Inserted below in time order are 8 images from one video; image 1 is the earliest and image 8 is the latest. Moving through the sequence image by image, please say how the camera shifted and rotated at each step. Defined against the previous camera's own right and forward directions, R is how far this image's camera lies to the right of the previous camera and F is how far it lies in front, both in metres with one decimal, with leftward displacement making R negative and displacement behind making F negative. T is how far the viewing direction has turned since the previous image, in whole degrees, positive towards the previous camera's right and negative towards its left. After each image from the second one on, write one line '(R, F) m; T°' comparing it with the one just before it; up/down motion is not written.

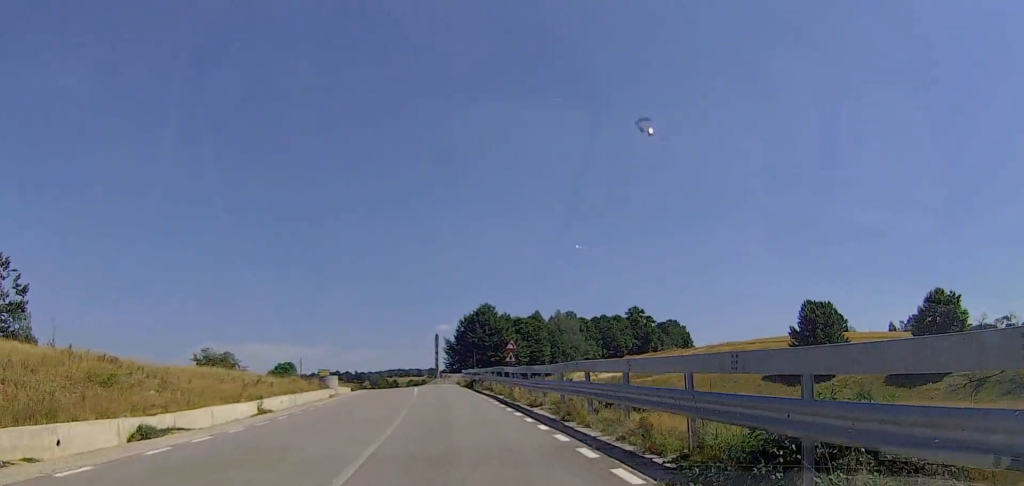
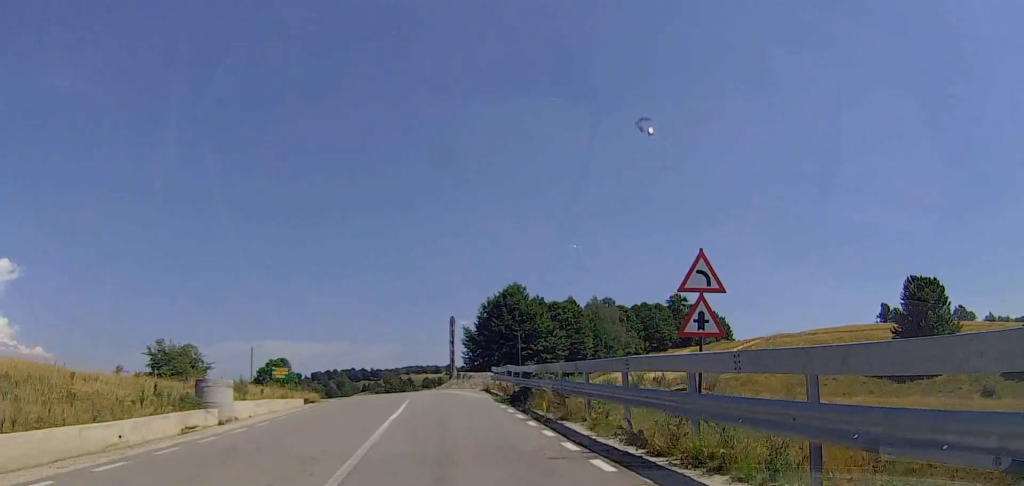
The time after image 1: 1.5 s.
(+0.9, +24.0) m; -2°
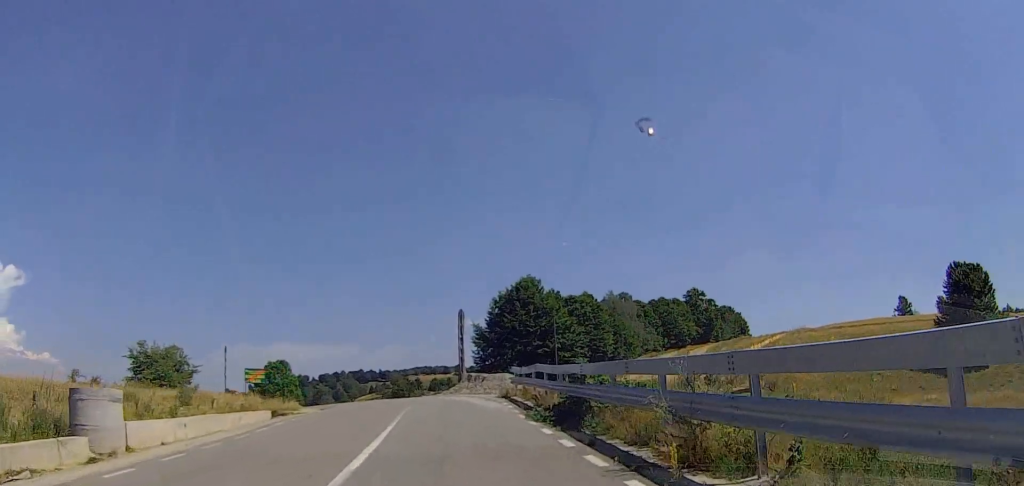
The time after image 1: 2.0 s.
(-0.5, +7.8) m; -2°
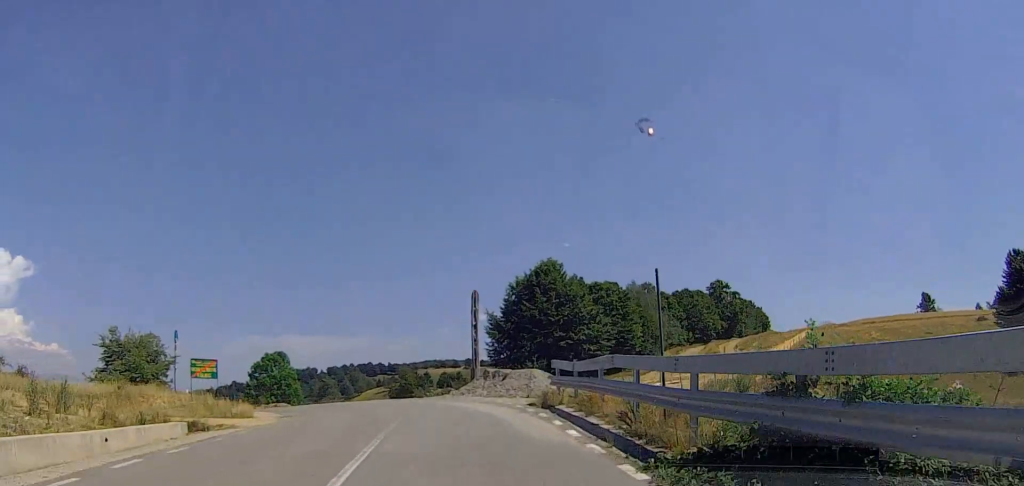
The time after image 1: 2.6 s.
(+0.3, +9.1) m; +2°
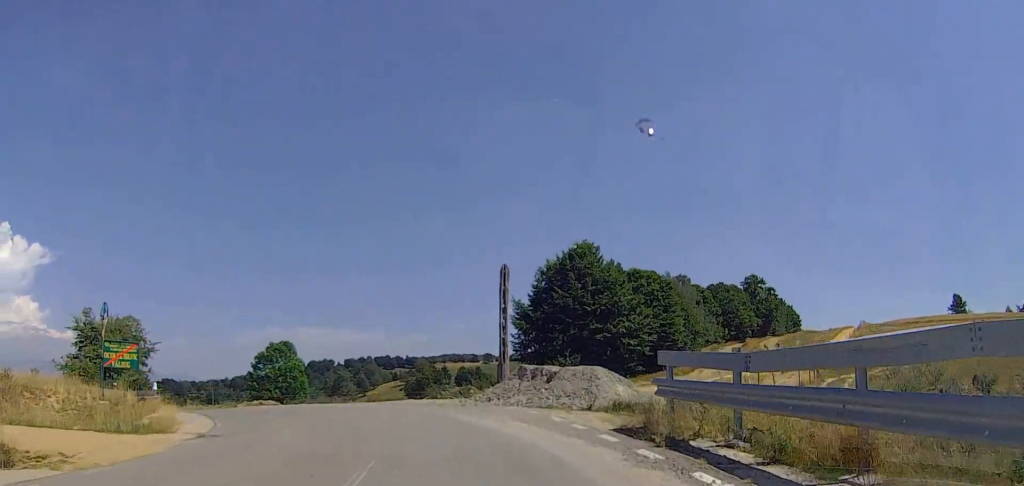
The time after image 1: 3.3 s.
(+0.2, +8.6) m; 0°
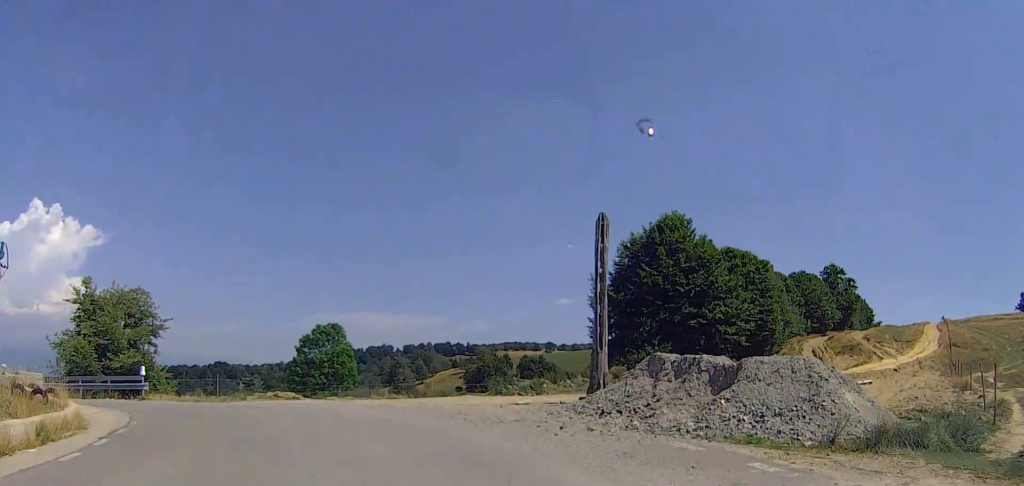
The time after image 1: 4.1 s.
(+0.3, +10.2) m; -4°
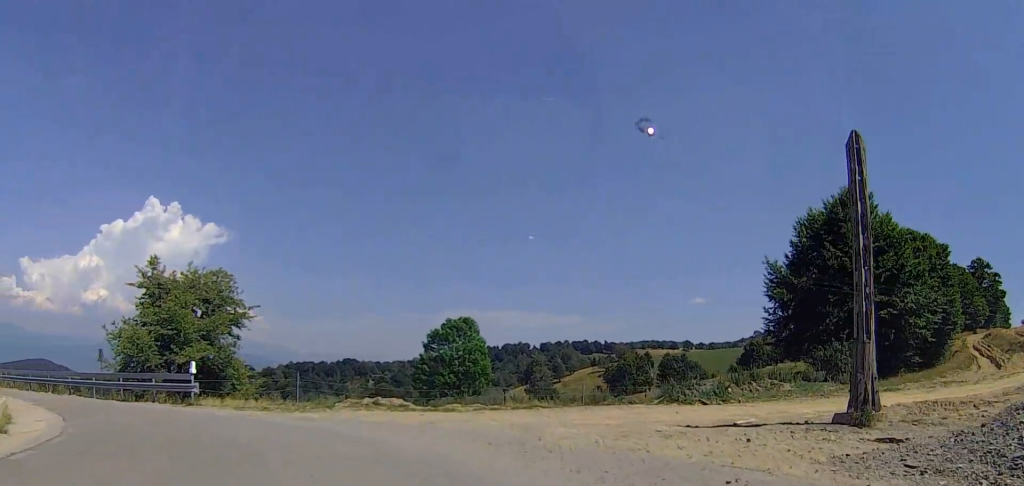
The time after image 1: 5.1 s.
(-1.0, +9.9) m; -12°
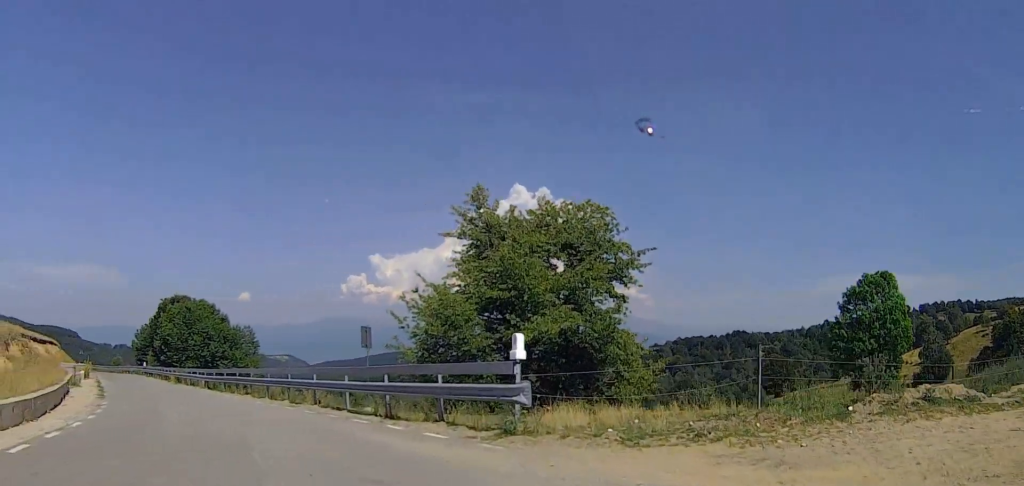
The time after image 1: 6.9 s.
(-2.7, +17.0) m; -27°
